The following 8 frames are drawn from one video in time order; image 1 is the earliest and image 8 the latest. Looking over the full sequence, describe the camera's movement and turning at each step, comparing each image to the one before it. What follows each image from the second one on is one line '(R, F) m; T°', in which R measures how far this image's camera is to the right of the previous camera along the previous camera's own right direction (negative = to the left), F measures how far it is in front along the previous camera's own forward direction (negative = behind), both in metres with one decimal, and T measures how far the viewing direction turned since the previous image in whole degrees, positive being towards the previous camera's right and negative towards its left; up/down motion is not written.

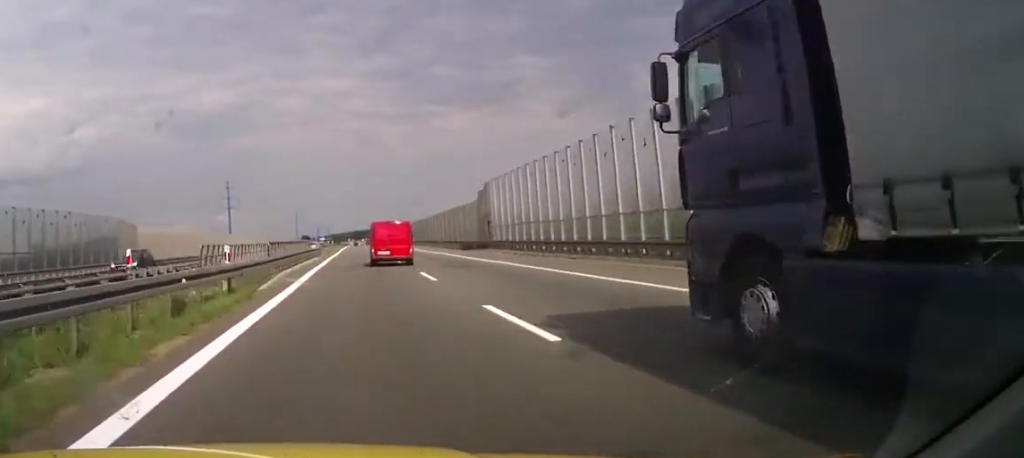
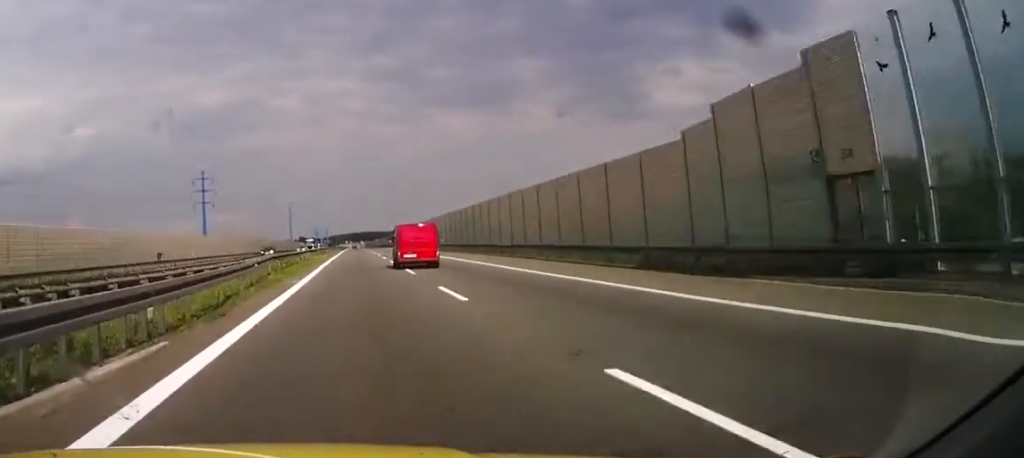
(+0.3, +42.3) m; +1°
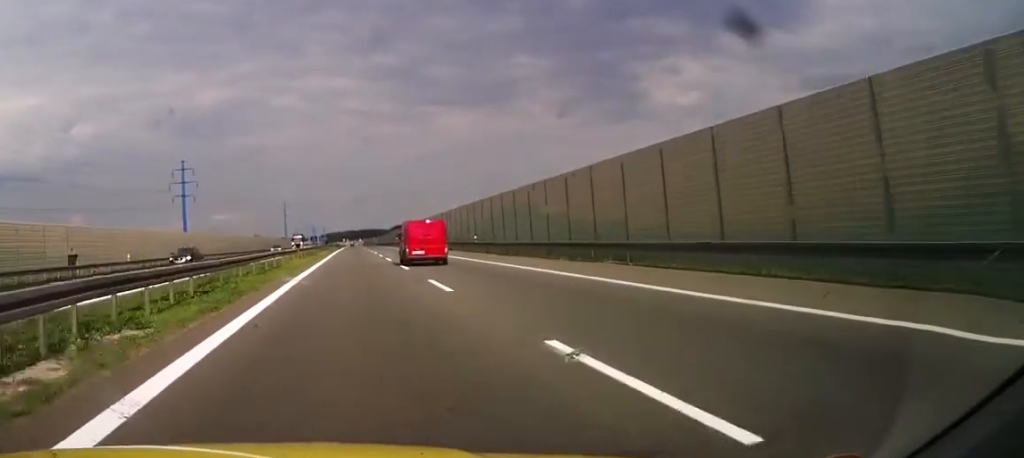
(0.0, +22.3) m; 0°
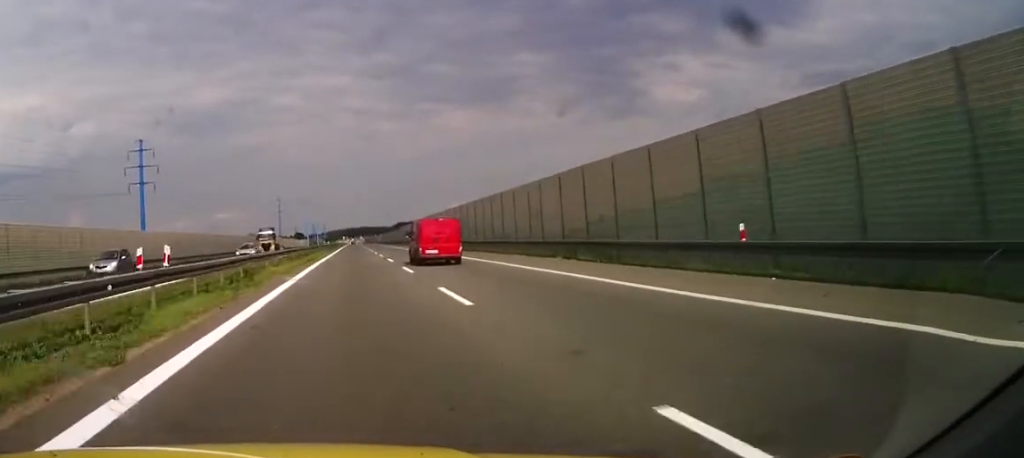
(0.0, +38.1) m; 0°
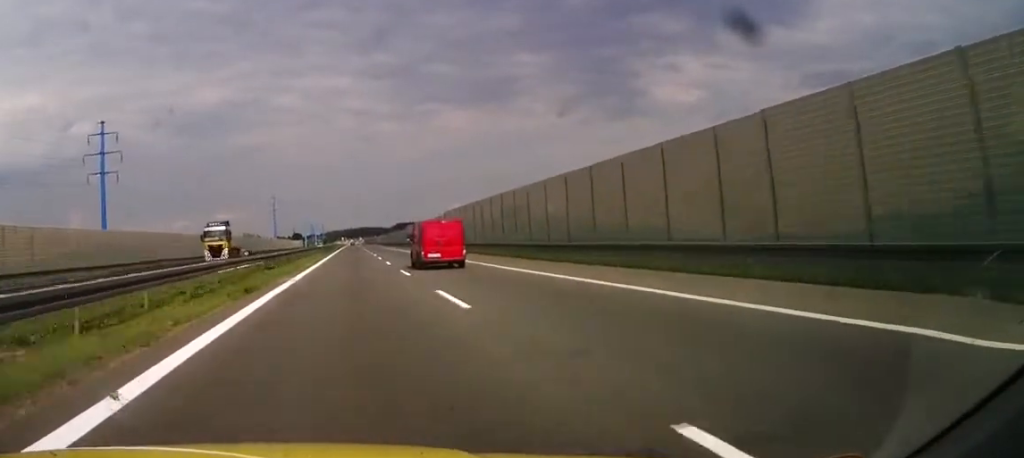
(-0.1, +23.6) m; 0°
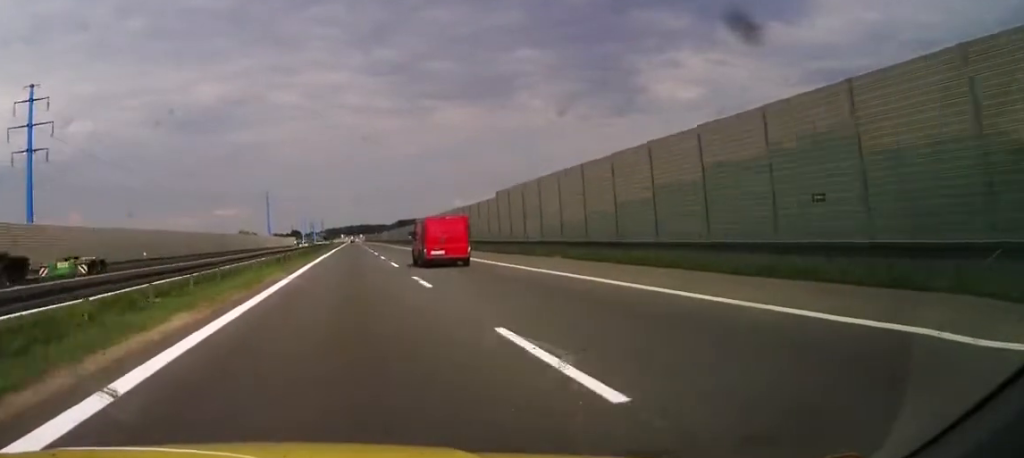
(-0.1, +30.4) m; 0°
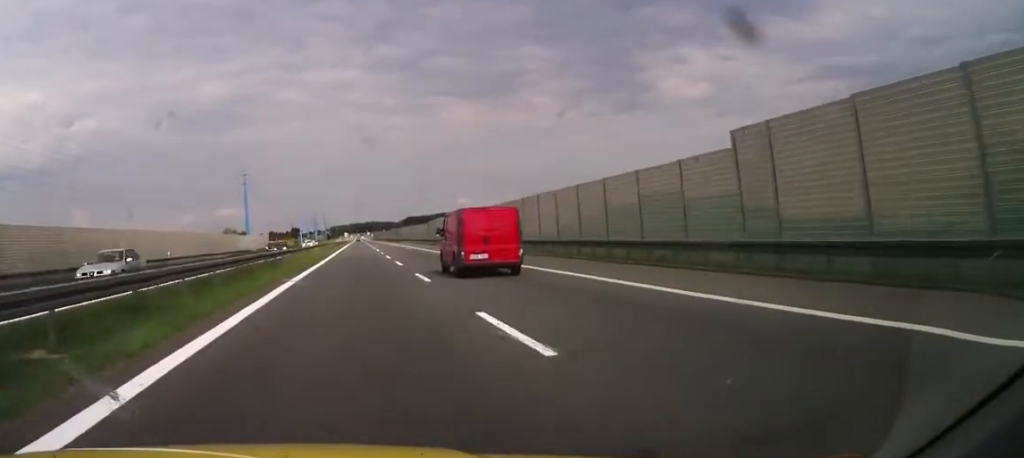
(0.0, +92.3) m; 0°
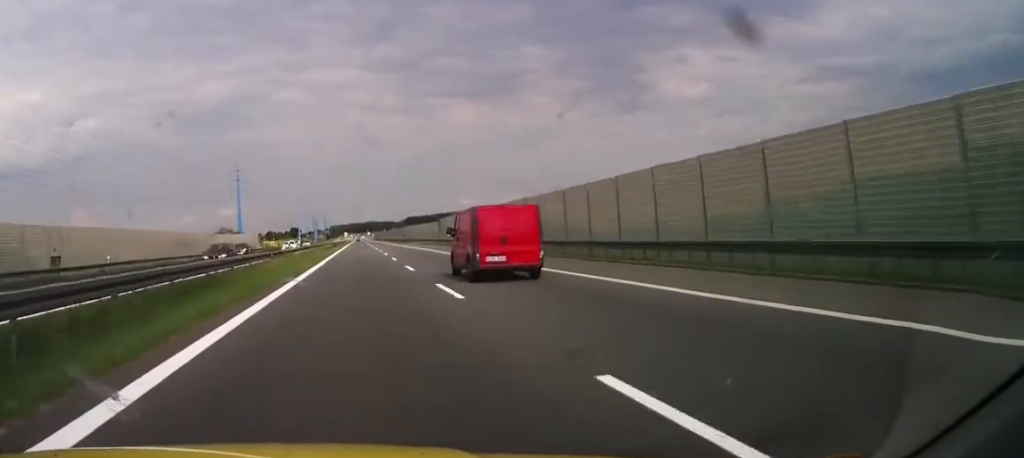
(0.0, +17.2) m; 0°
